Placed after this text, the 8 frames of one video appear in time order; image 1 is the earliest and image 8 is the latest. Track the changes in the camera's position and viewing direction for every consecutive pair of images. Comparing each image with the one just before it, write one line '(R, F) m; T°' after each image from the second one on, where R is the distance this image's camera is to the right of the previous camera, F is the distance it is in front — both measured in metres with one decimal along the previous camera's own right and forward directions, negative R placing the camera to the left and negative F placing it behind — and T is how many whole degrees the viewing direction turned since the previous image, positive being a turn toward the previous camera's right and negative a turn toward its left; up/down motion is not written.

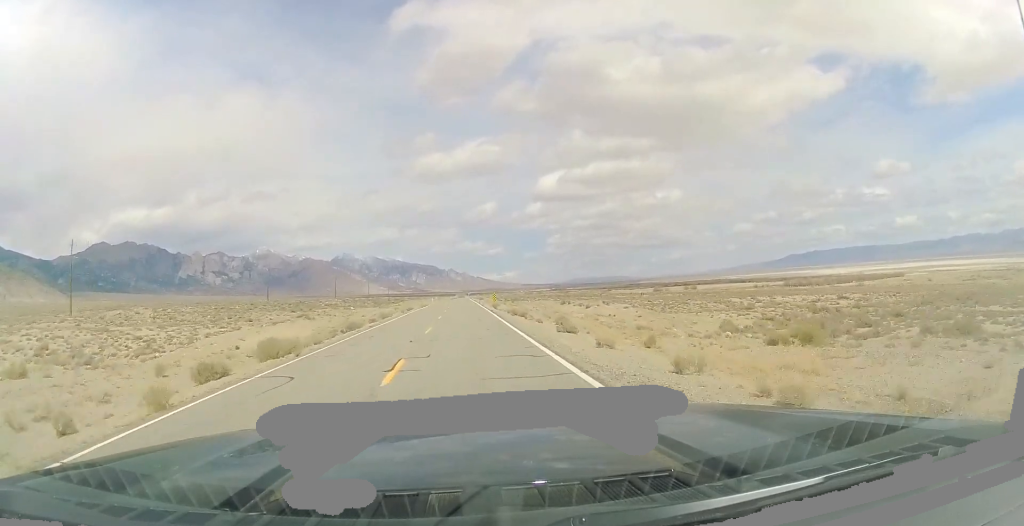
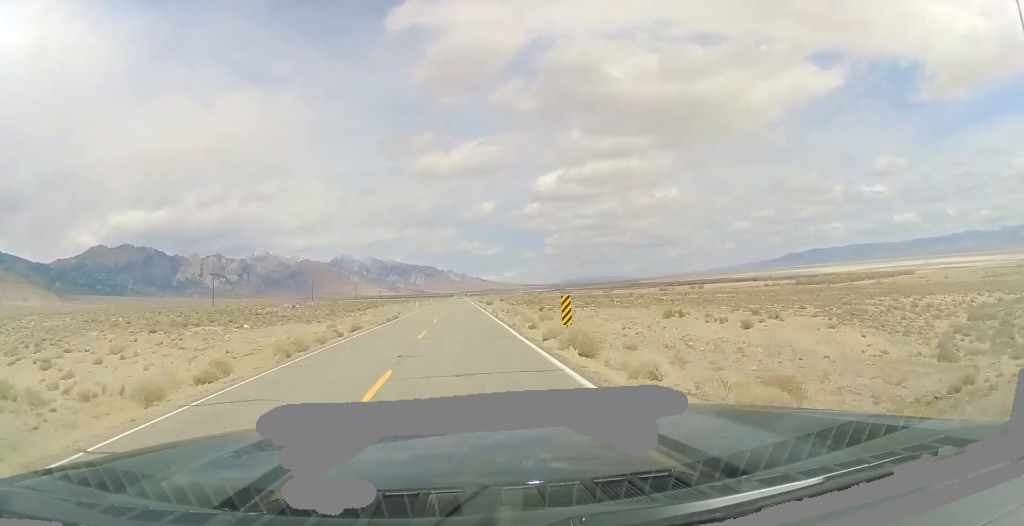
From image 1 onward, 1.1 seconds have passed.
(0.0, +38.2) m; 0°
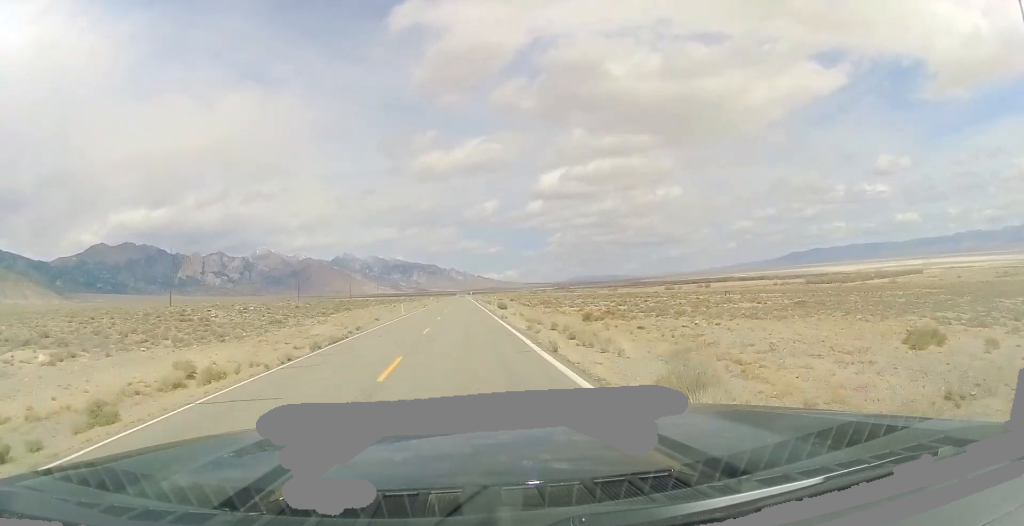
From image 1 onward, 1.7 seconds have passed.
(0.0, +22.0) m; 0°
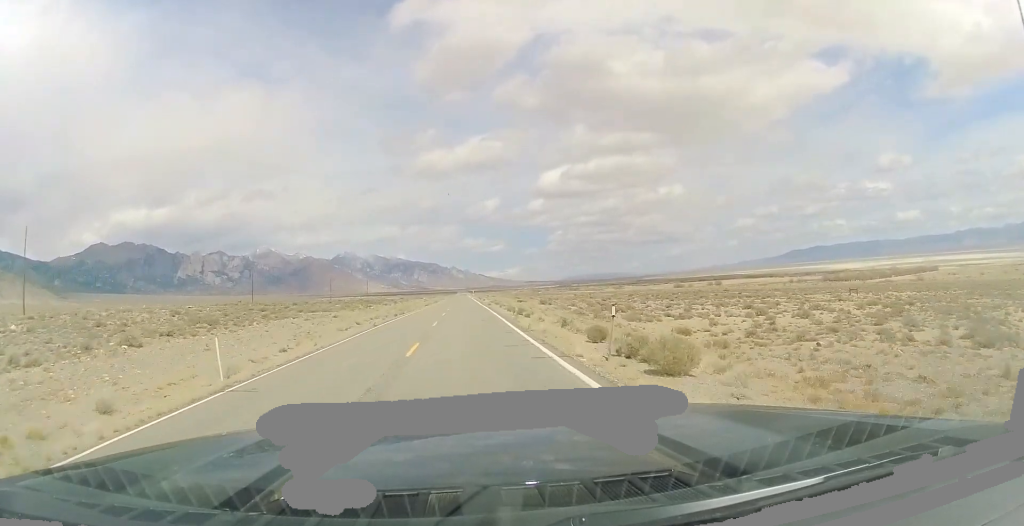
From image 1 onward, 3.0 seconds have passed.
(0.0, +45.1) m; 0°
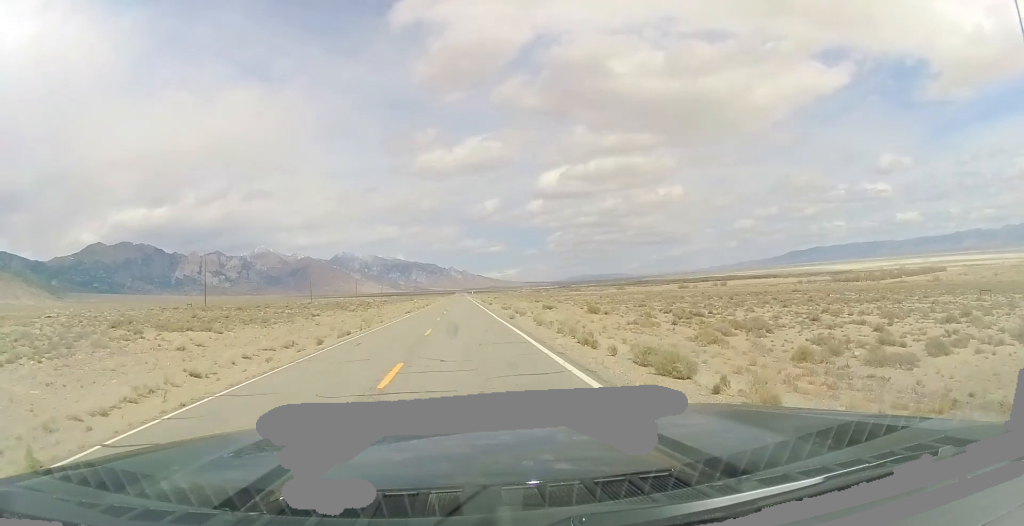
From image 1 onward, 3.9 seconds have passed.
(0.0, +29.0) m; 0°
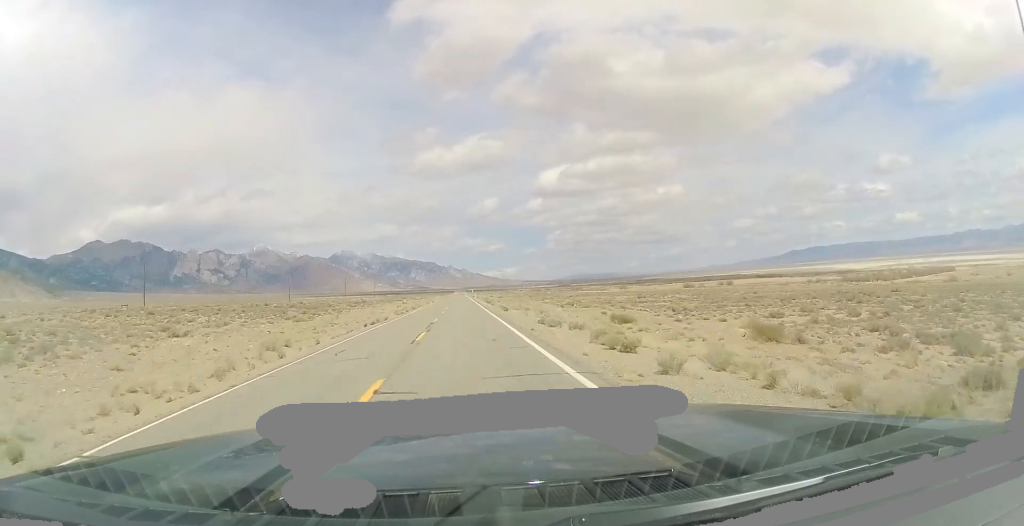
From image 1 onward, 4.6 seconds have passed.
(+0.1, +26.8) m; 0°
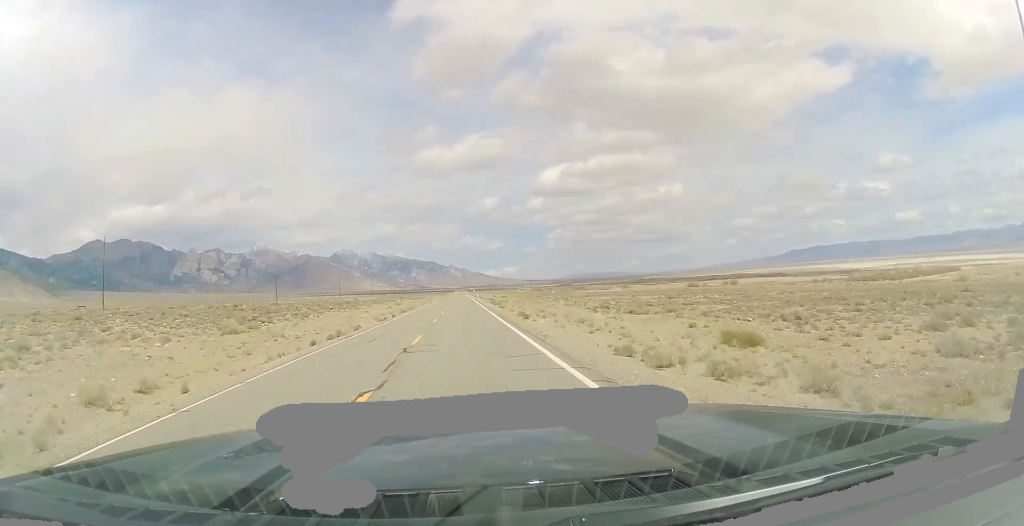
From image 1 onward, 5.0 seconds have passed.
(0.0, +14.0) m; 0°
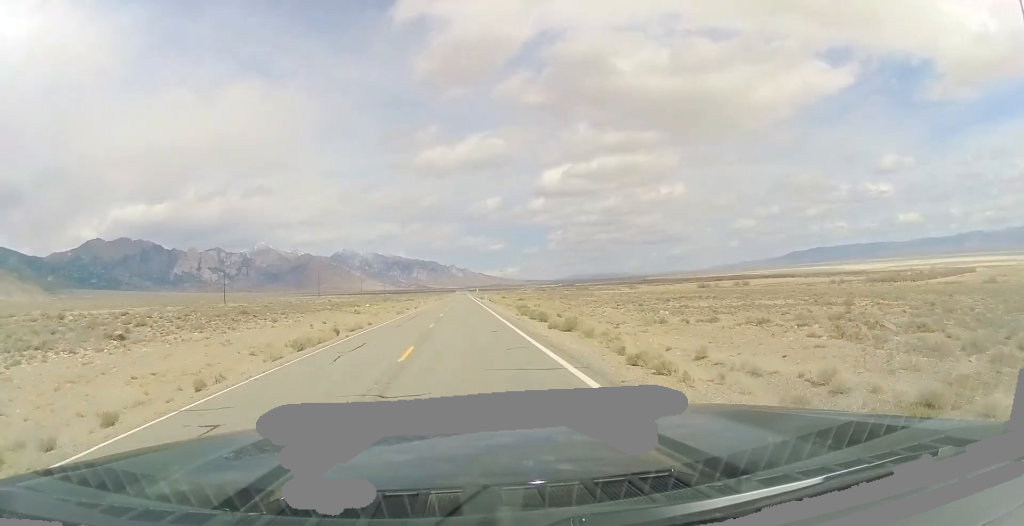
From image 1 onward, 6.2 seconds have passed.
(-0.2, +40.7) m; -1°
